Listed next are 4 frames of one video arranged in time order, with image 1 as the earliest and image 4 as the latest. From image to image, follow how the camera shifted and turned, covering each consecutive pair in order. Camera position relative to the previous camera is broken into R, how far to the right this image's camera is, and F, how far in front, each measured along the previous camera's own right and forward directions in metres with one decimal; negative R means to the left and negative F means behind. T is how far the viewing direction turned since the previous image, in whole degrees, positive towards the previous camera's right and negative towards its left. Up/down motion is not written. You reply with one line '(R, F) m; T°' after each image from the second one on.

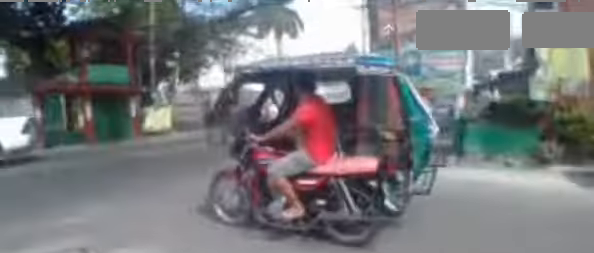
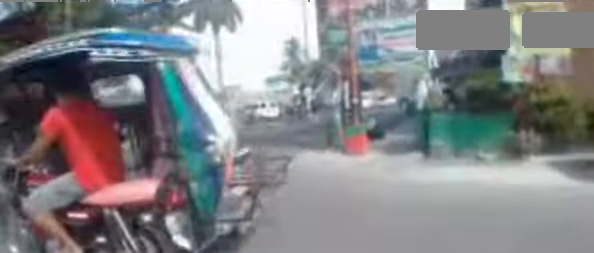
(-0.1, +1.1) m; +7°
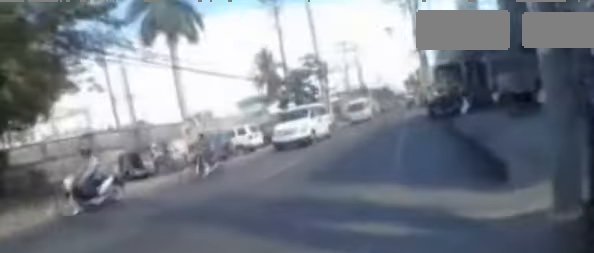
(+1.9, +5.3) m; +32°
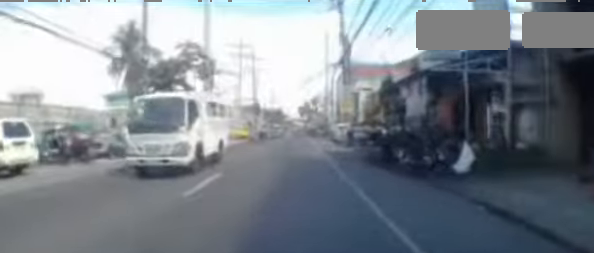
(+1.6, +11.6) m; +17°
